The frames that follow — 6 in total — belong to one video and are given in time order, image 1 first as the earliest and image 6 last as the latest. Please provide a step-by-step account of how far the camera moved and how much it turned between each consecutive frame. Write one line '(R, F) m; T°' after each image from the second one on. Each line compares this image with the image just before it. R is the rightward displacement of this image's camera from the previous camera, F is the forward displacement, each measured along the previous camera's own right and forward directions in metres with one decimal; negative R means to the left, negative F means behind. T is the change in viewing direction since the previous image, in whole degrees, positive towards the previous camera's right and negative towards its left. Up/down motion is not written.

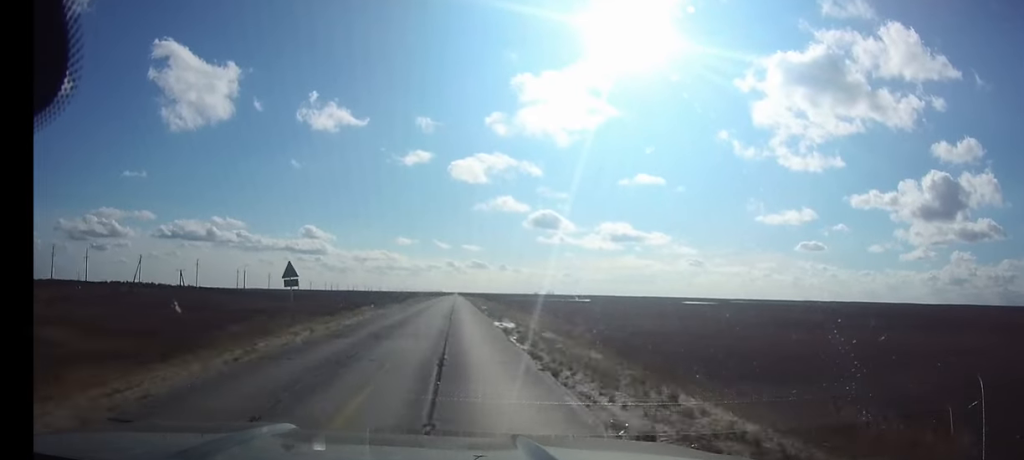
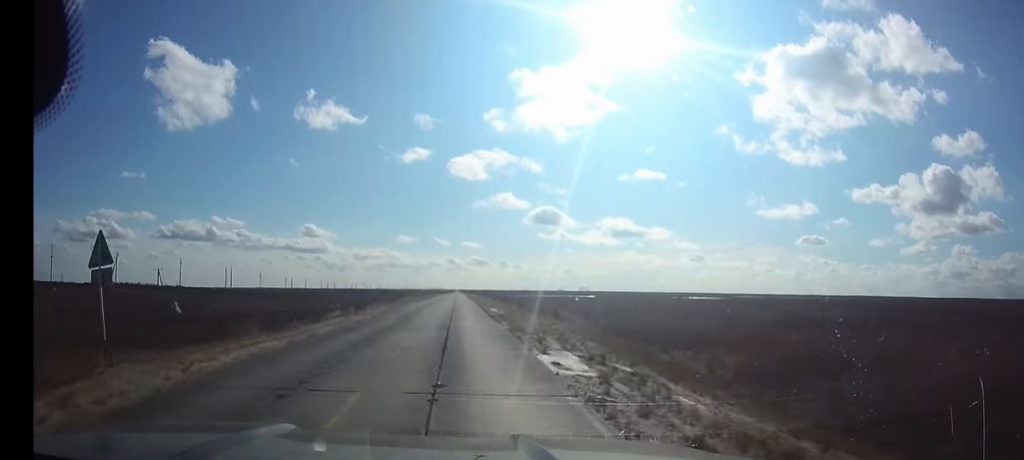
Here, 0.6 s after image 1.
(0.0, +16.3) m; 0°
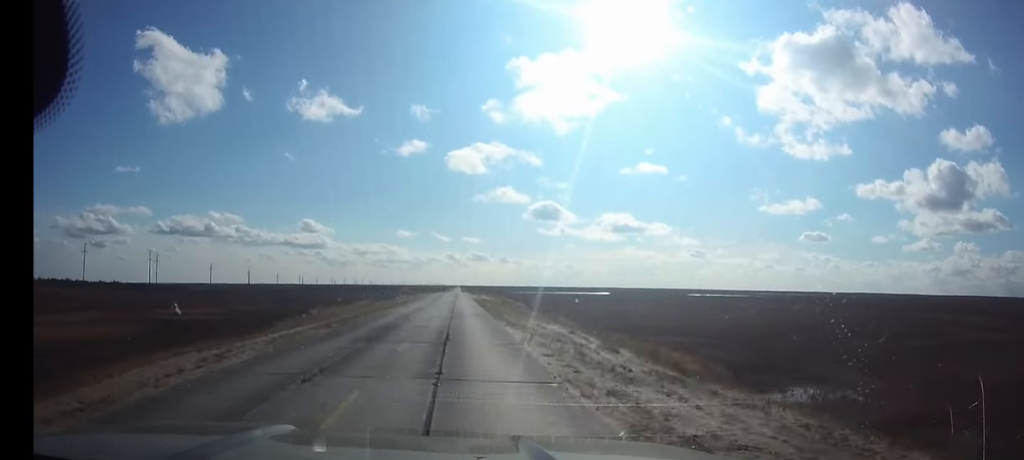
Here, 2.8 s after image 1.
(-0.1, +63.8) m; 0°
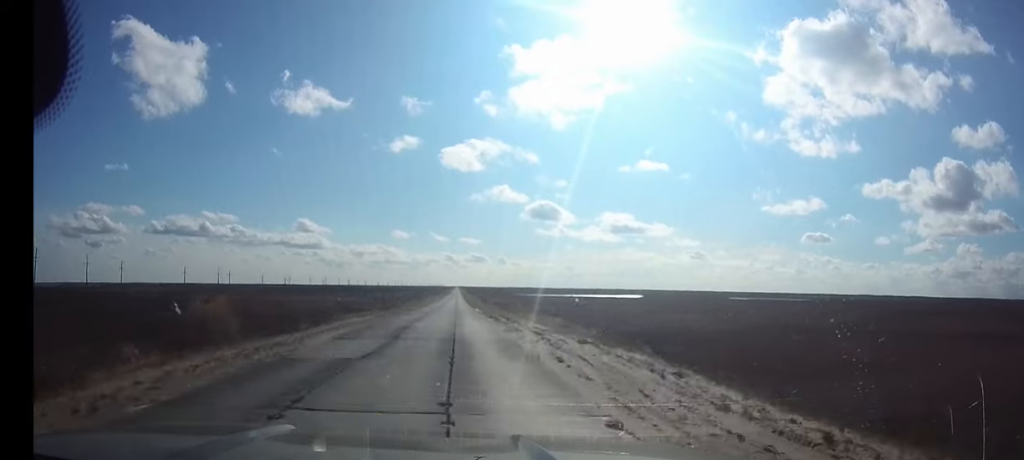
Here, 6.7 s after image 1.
(+0.2, +114.7) m; 0°
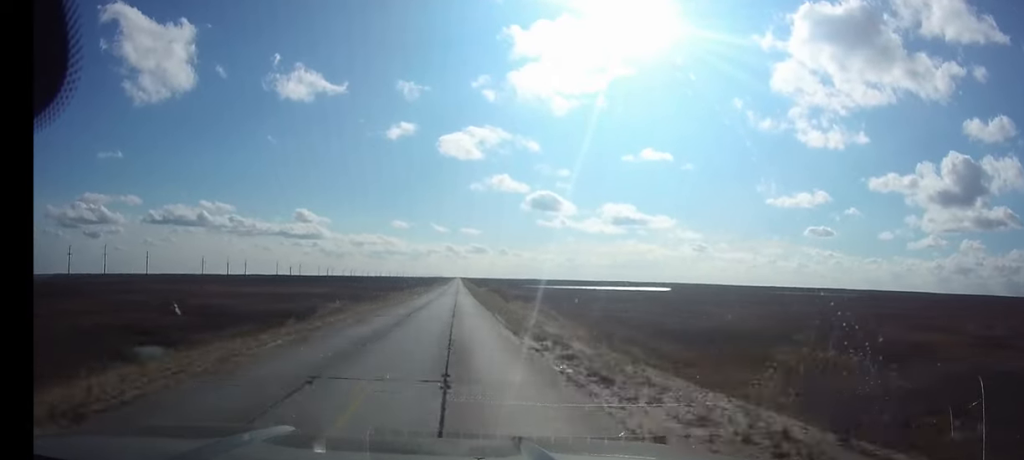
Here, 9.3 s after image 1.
(-0.1, +74.8) m; 0°
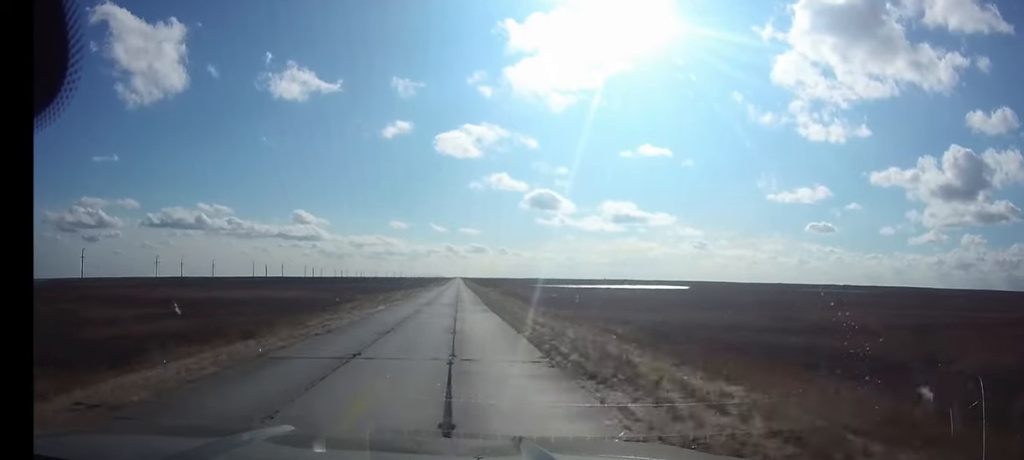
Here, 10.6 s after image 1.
(0.0, +38.7) m; 0°
